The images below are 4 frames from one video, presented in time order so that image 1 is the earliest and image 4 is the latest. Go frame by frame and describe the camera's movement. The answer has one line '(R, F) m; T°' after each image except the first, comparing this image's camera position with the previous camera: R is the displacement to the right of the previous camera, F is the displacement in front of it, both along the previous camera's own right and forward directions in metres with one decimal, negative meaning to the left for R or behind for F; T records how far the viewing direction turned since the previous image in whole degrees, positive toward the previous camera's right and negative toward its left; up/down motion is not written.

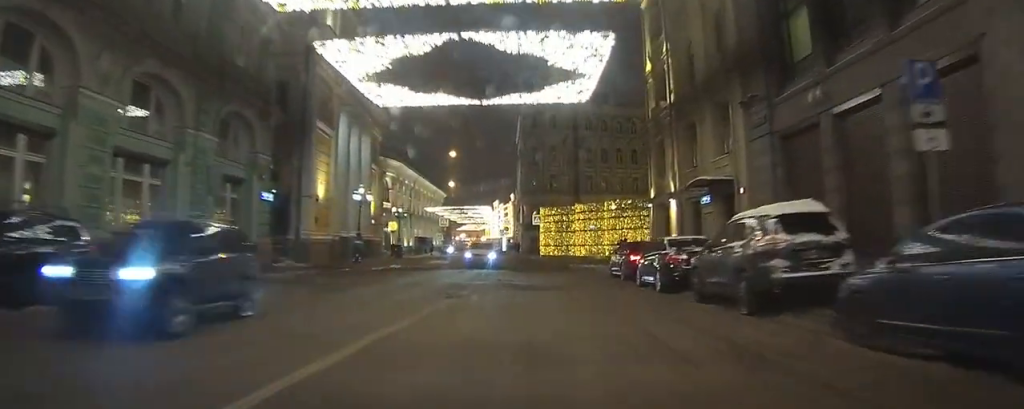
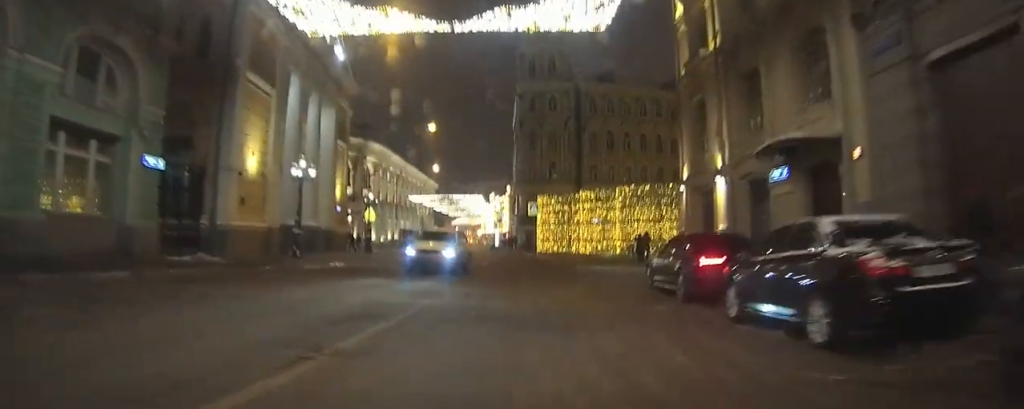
(0.0, +9.0) m; 0°
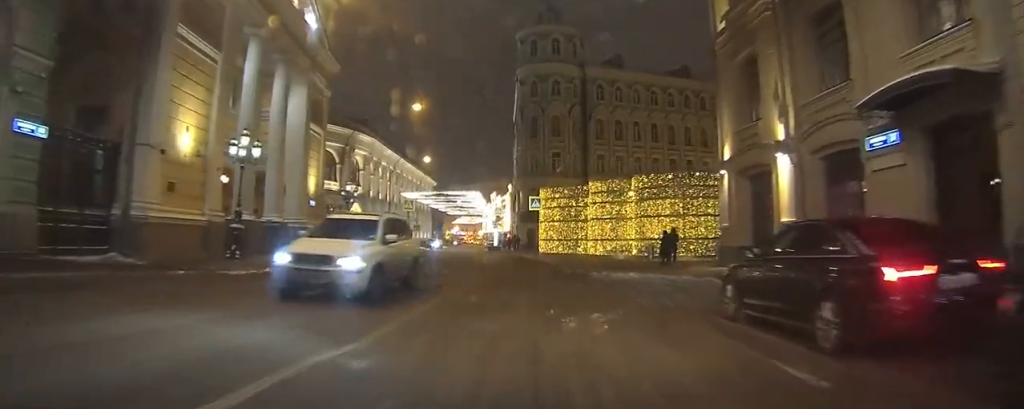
(0.0, +6.4) m; -1°
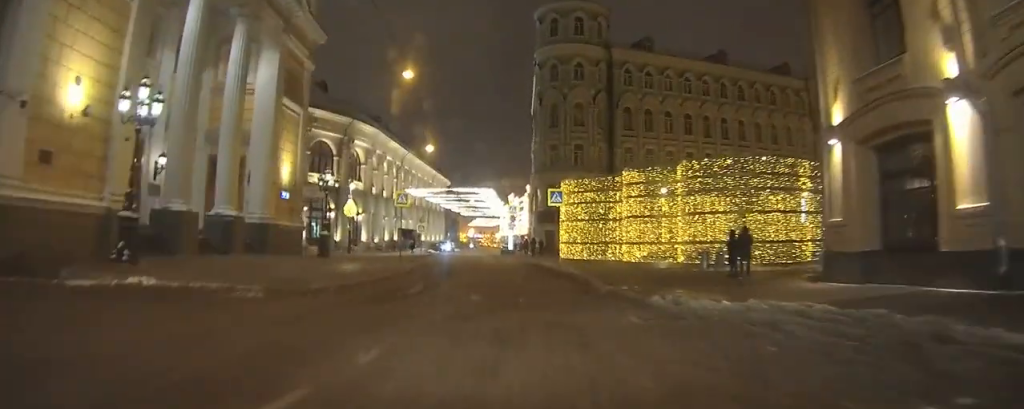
(-0.2, +7.7) m; -3°
